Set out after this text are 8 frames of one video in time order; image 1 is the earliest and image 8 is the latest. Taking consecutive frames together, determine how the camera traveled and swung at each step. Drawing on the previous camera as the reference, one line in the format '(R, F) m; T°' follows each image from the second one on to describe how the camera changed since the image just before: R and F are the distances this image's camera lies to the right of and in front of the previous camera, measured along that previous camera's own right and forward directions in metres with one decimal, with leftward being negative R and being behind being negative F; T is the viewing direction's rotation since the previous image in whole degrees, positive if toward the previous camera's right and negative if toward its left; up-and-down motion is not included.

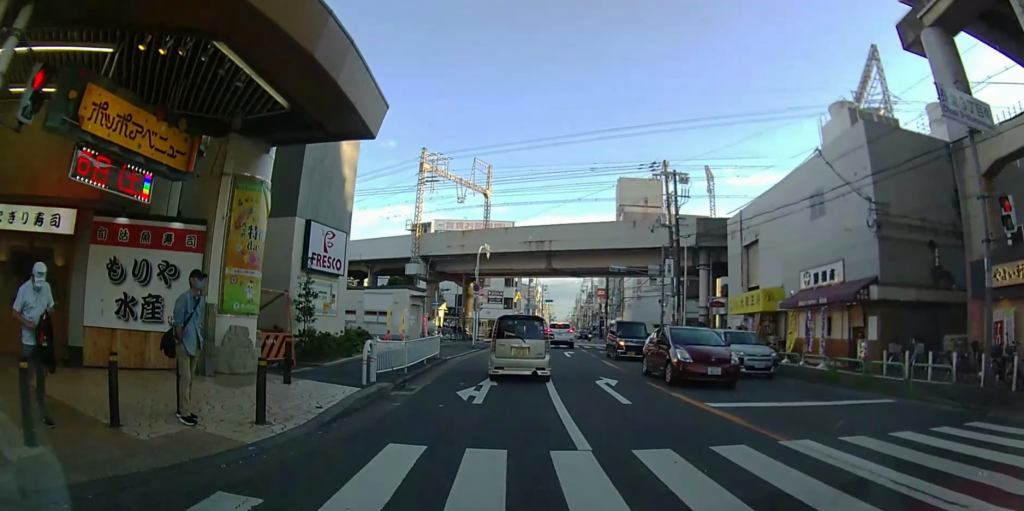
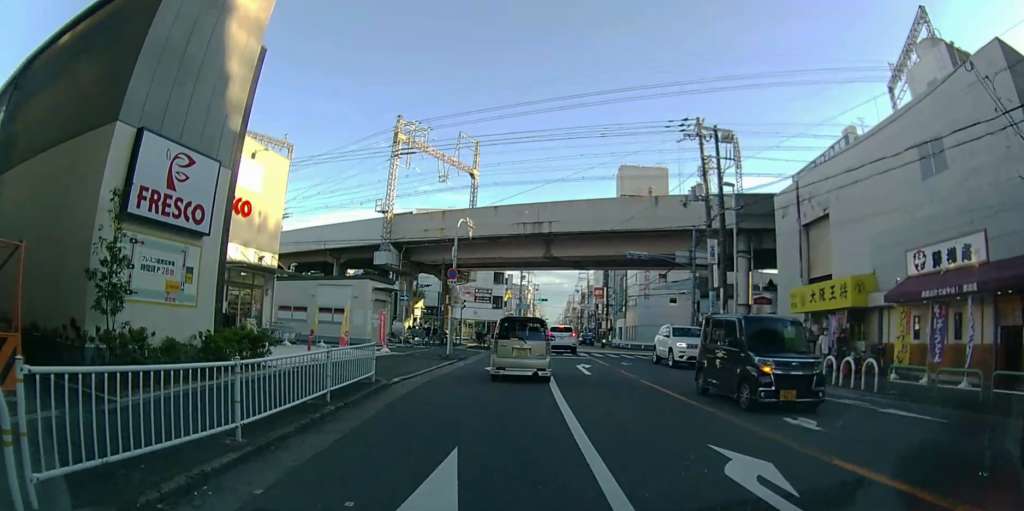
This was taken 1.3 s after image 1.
(+0.4, +8.9) m; +3°
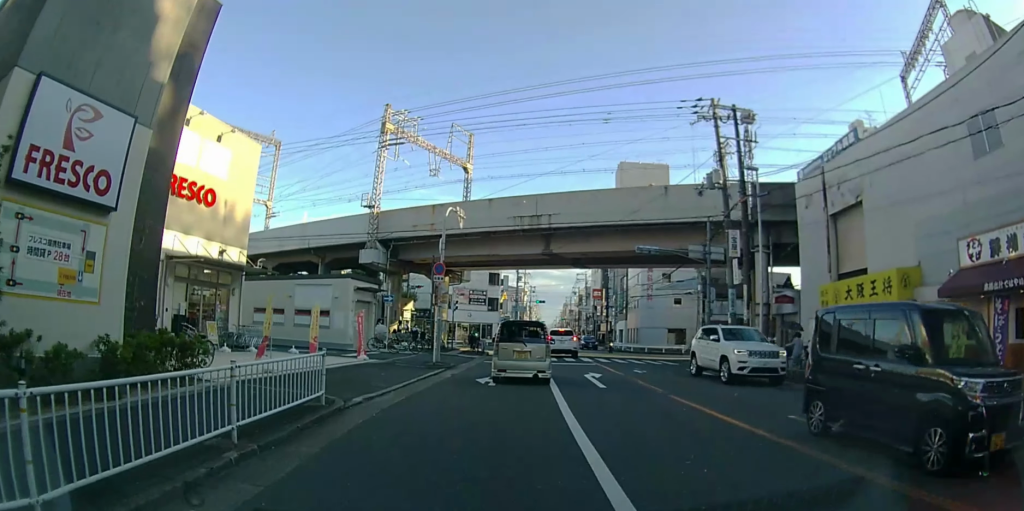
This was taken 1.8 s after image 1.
(0.0, +3.1) m; +1°
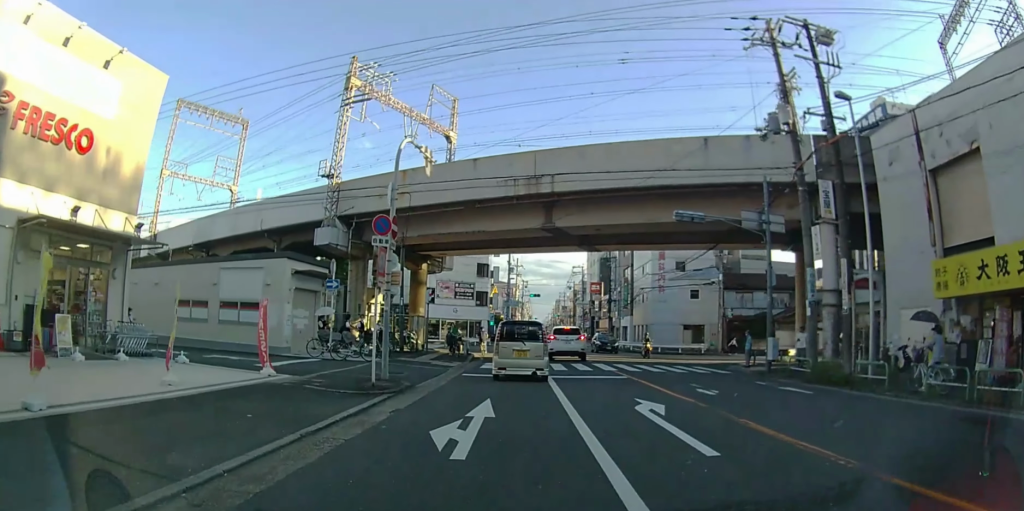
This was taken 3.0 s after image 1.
(+0.2, +7.7) m; +2°
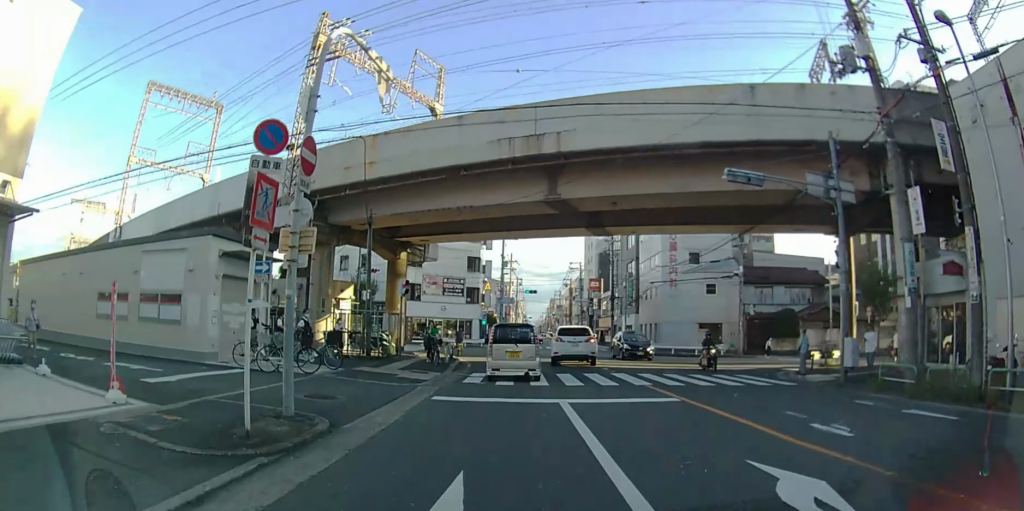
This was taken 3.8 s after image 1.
(0.0, +5.3) m; 0°
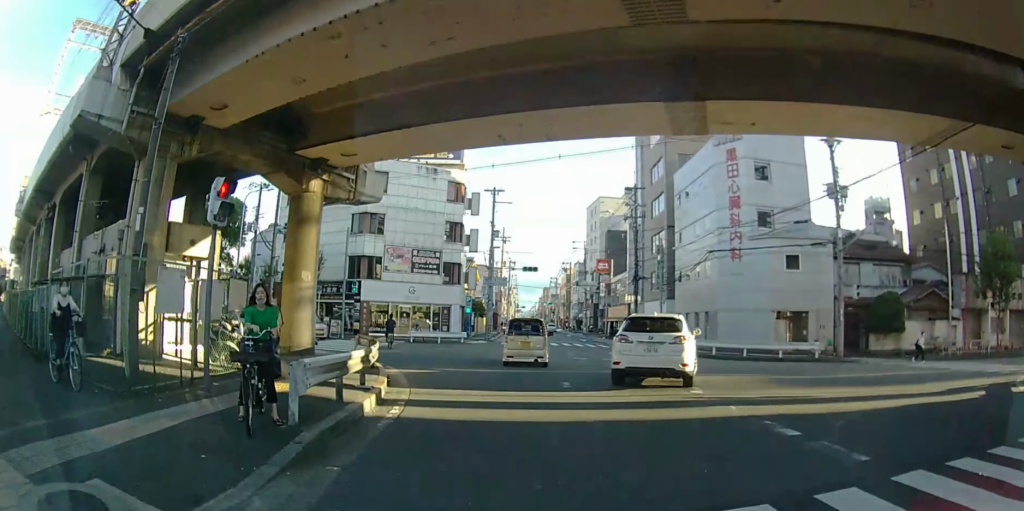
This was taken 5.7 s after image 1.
(0.0, +13.4) m; 0°
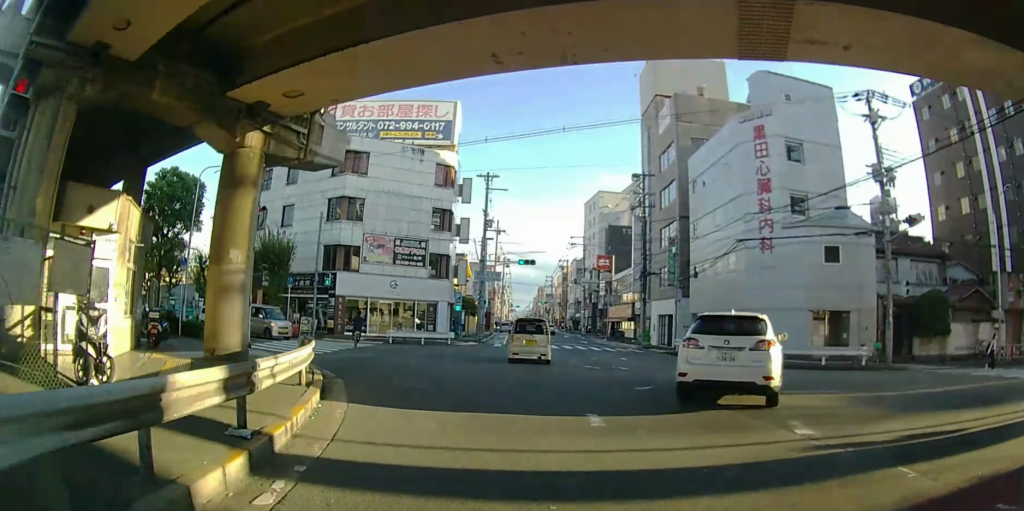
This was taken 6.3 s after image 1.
(0.0, +4.4) m; 0°
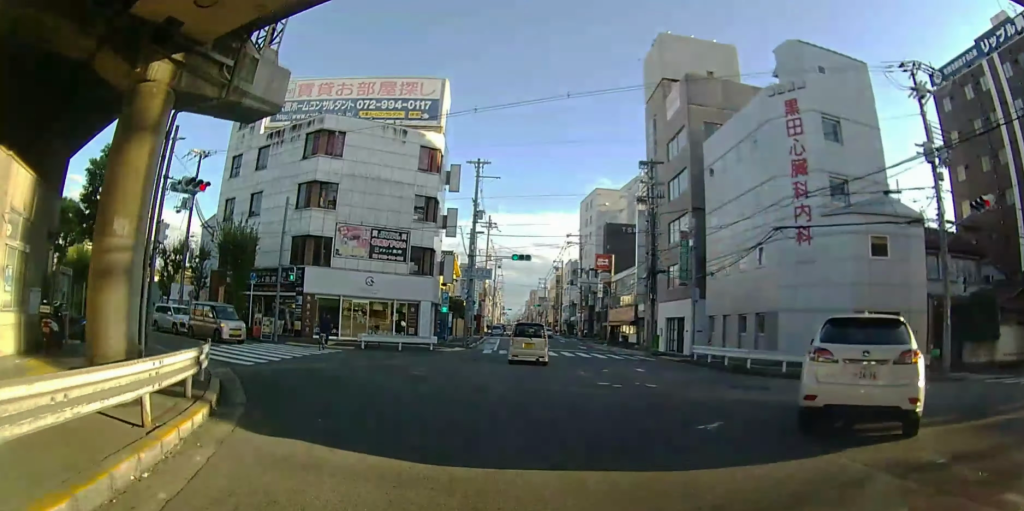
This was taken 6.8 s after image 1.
(0.0, +4.0) m; 0°
